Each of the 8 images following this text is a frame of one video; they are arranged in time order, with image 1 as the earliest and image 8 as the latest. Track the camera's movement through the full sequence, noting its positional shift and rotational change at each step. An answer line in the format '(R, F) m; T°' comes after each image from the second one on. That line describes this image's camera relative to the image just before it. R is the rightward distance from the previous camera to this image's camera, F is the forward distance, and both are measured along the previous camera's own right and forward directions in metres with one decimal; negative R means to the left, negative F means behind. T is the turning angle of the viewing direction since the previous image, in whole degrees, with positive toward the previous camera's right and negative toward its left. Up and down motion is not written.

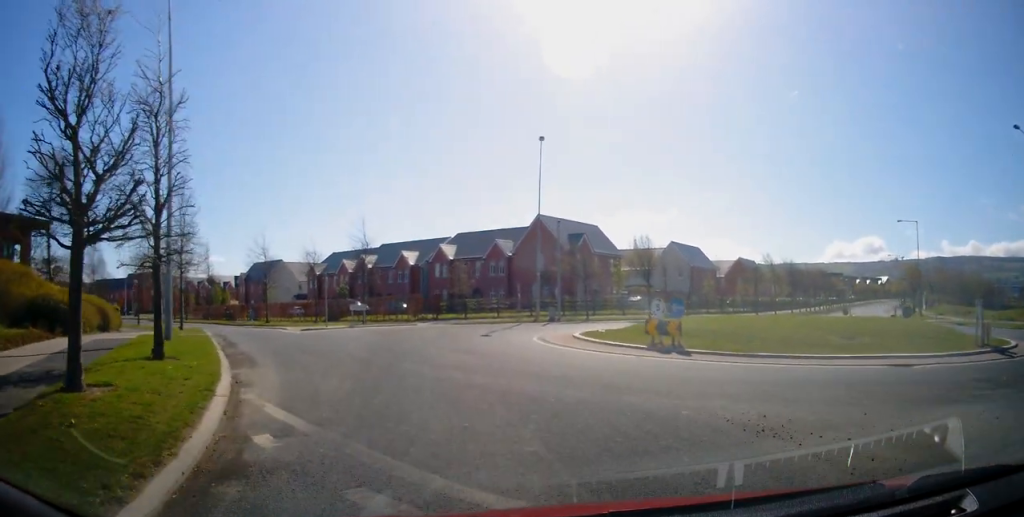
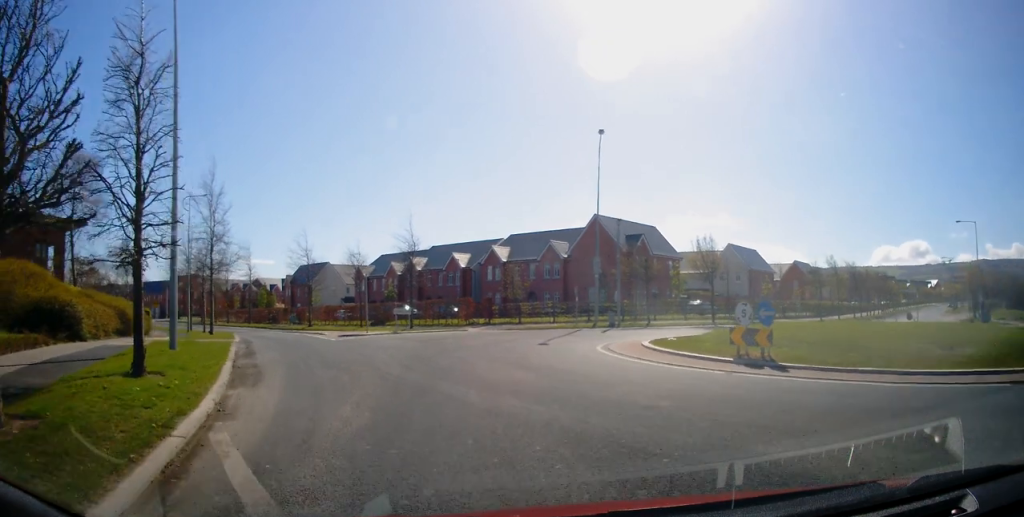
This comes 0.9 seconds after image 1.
(+0.1, +2.4) m; -3°
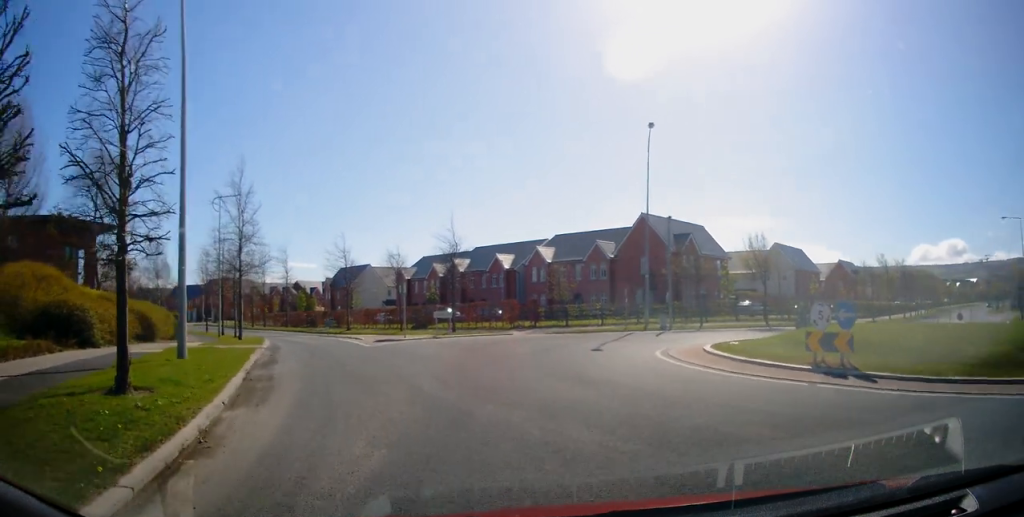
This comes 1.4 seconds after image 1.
(-0.1, +1.6) m; -1°
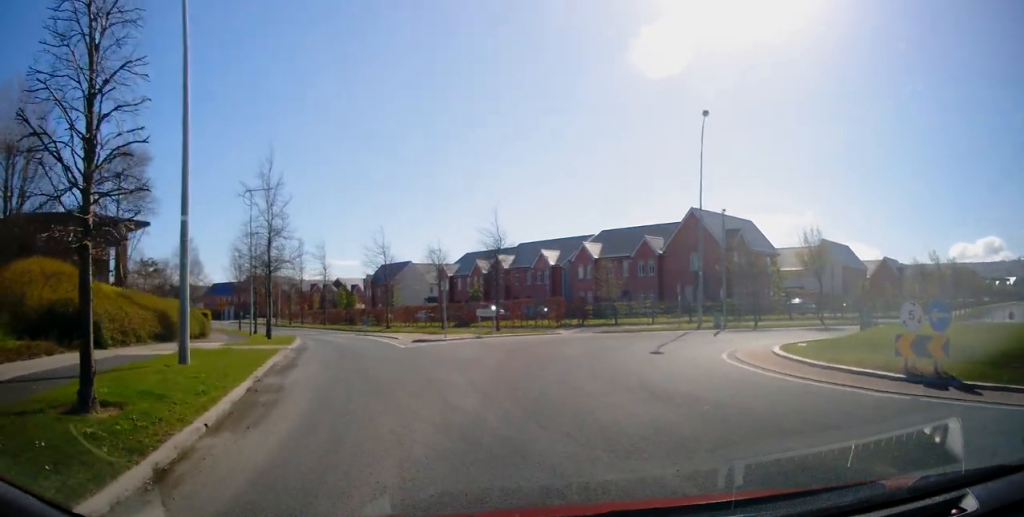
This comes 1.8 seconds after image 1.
(-0.1, +1.5) m; -1°
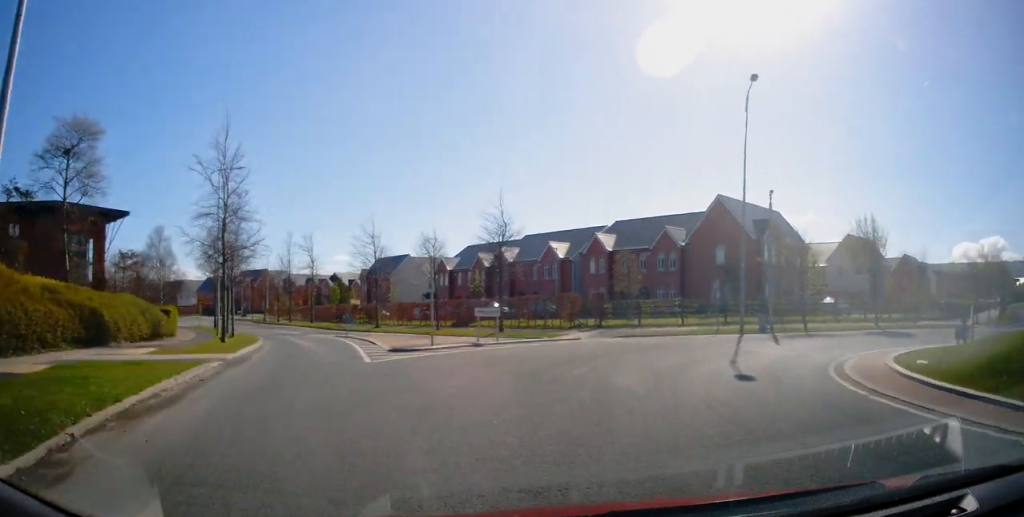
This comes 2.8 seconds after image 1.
(+0.1, +5.2) m; +2°
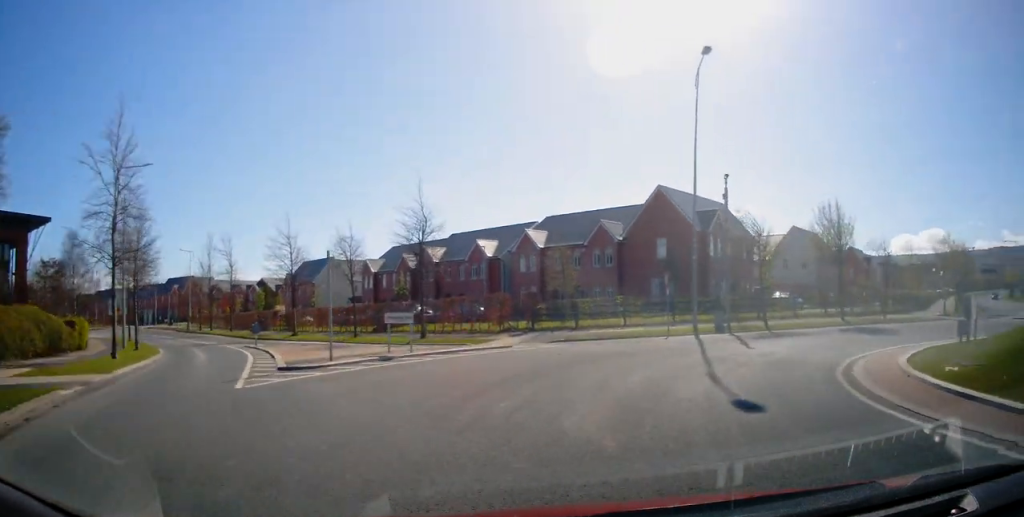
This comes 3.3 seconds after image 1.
(0.0, +3.0) m; +6°
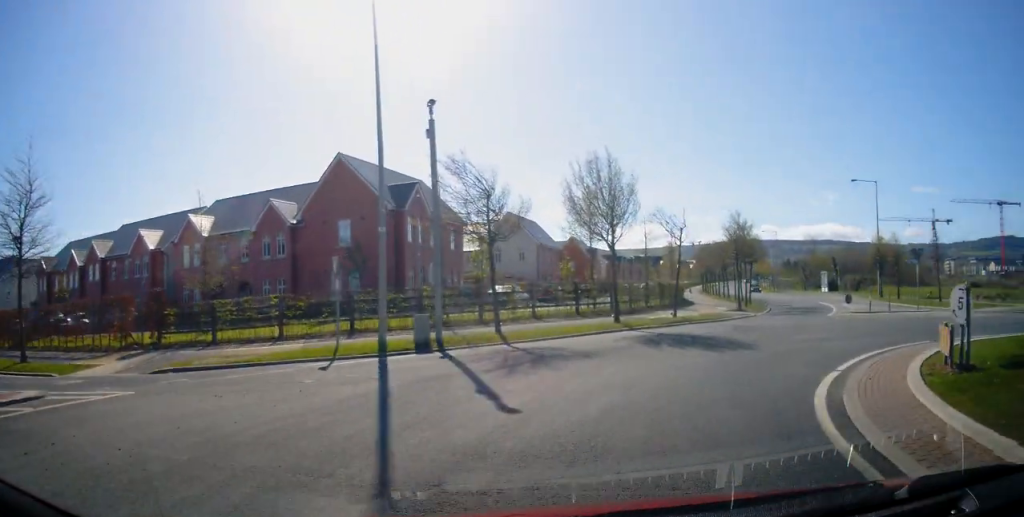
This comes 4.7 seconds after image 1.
(+1.3, +8.5) m; +26°
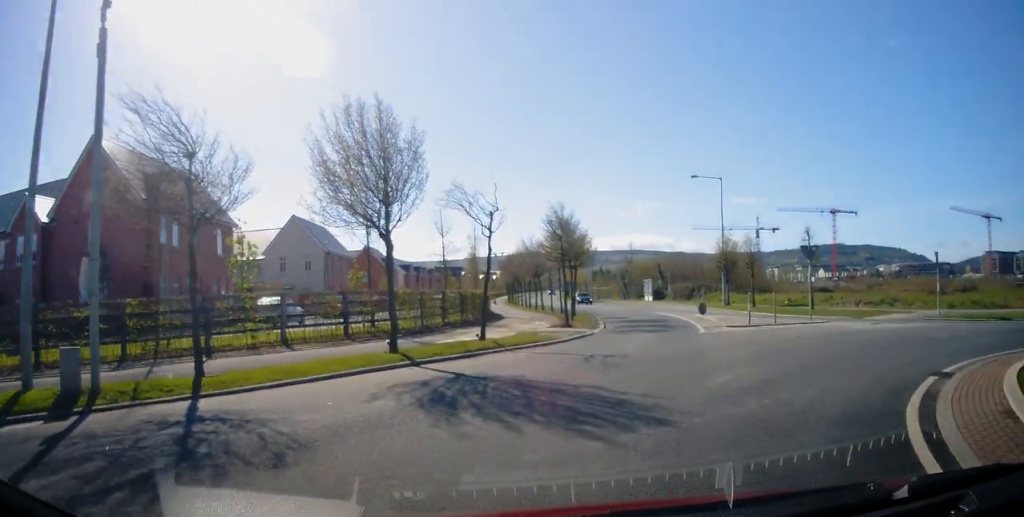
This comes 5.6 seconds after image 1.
(+1.1, +5.7) m; +19°
